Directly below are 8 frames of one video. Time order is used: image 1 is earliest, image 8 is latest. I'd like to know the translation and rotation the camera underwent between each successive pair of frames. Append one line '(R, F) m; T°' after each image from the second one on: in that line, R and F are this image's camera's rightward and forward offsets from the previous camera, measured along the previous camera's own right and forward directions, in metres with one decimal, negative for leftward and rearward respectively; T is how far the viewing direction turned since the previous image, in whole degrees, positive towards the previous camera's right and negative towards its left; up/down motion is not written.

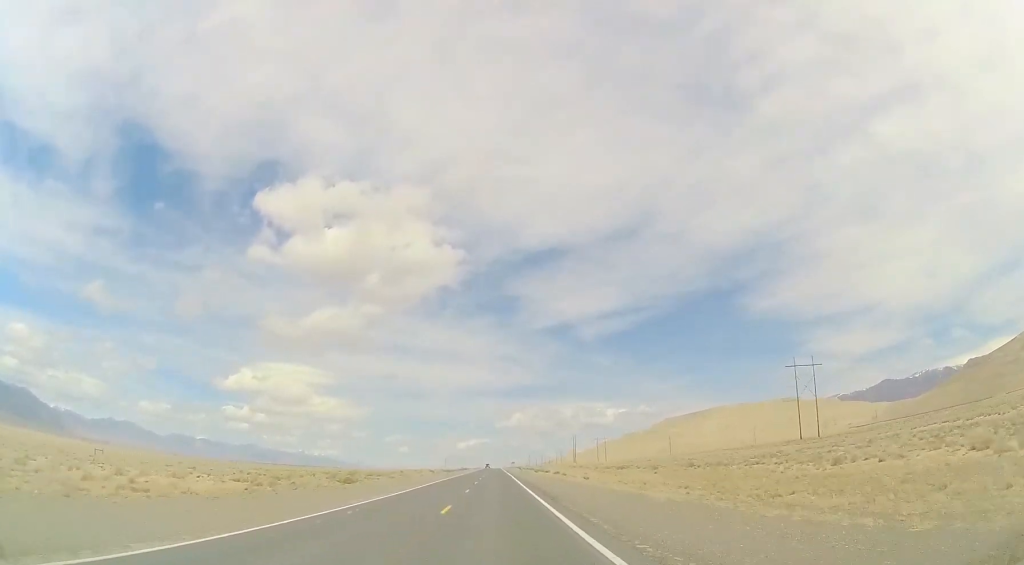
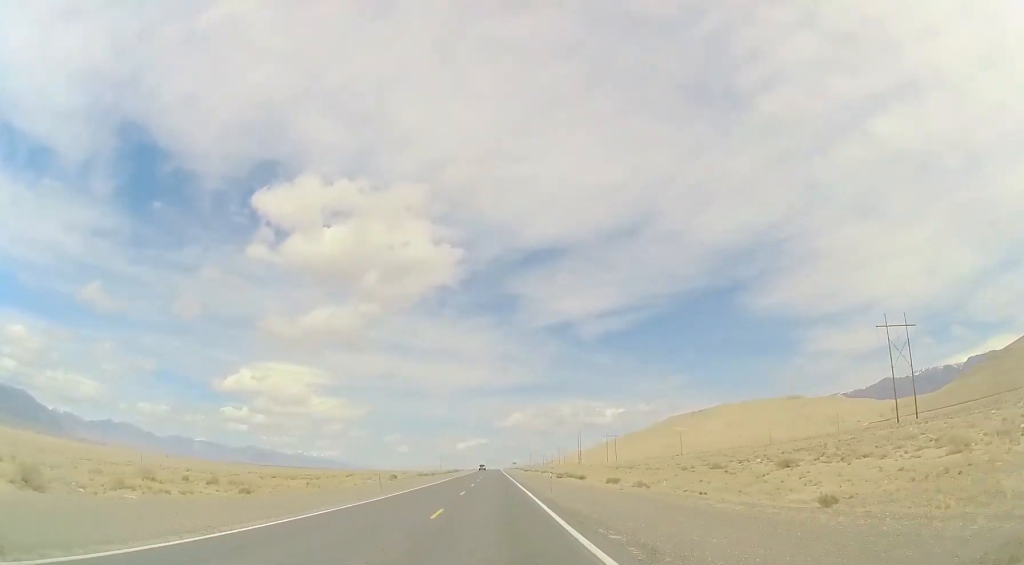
(-0.7, +42.3) m; 0°
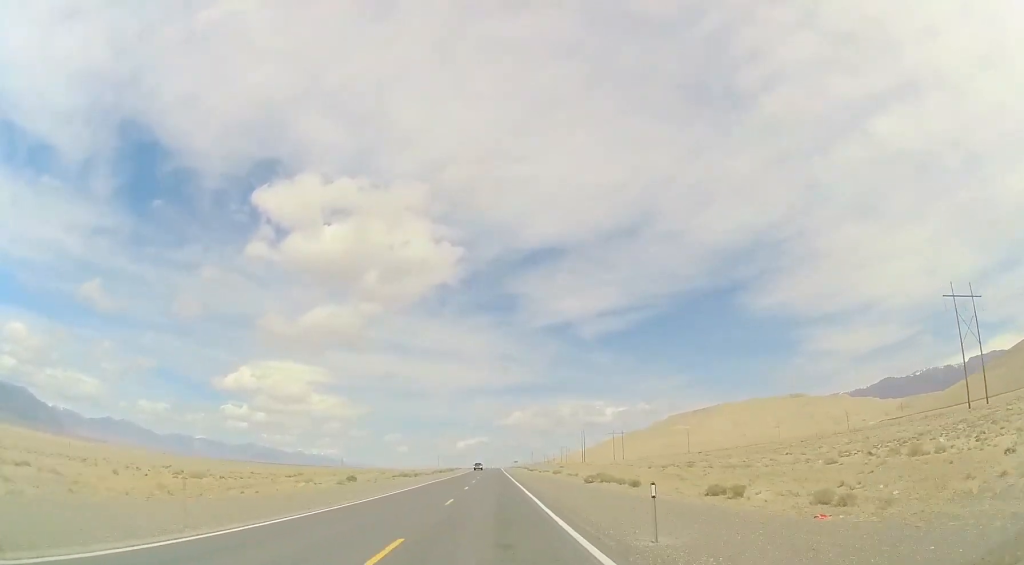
(+0.3, +21.7) m; 0°
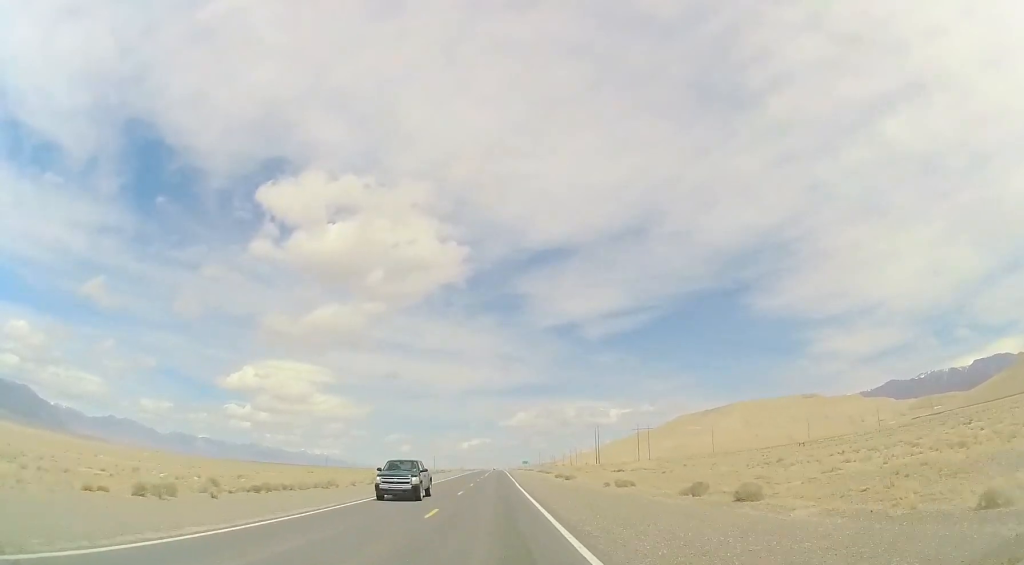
(0.0, +59.3) m; 0°
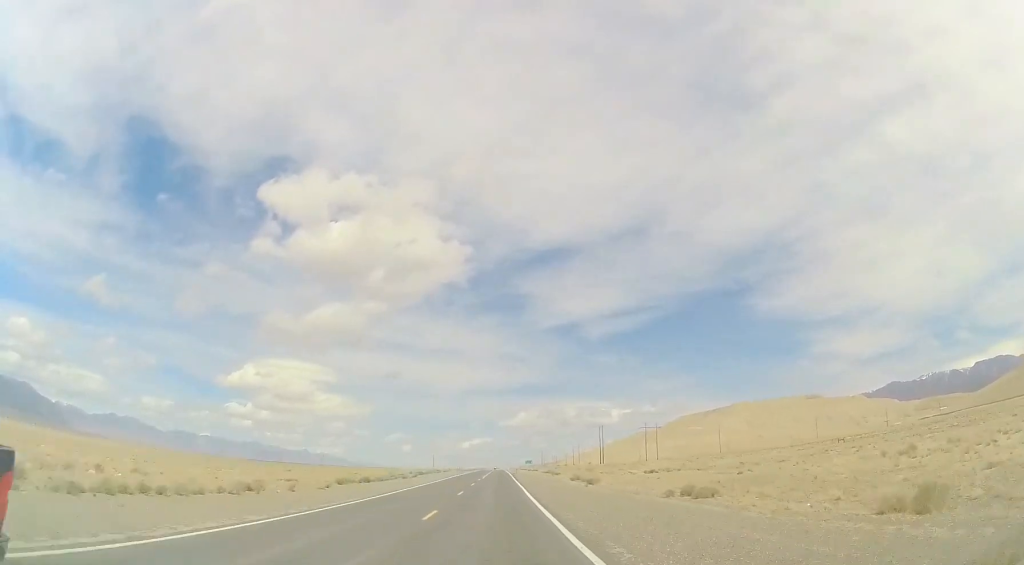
(0.0, +14.6) m; 0°
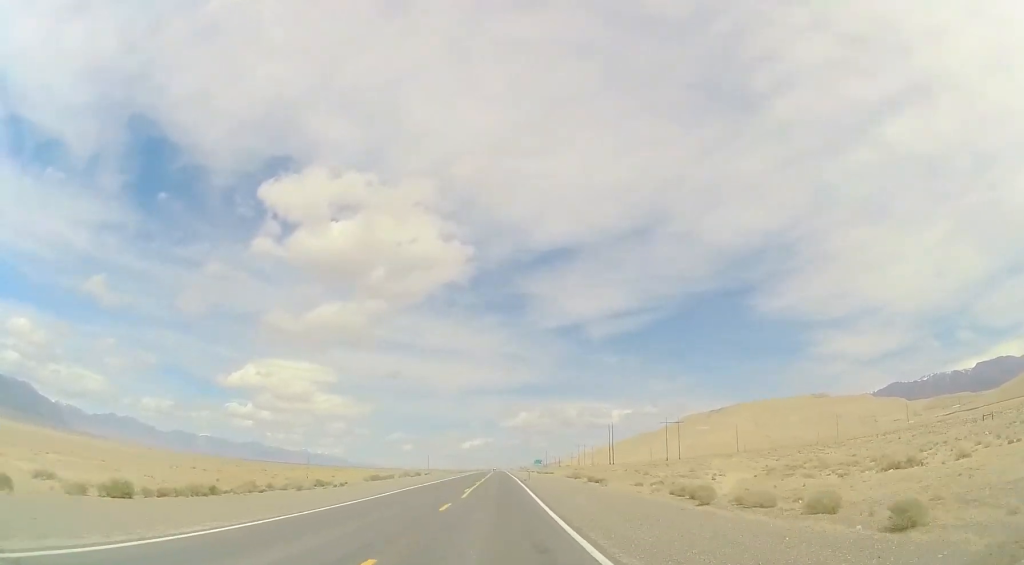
(0.0, +37.6) m; 0°
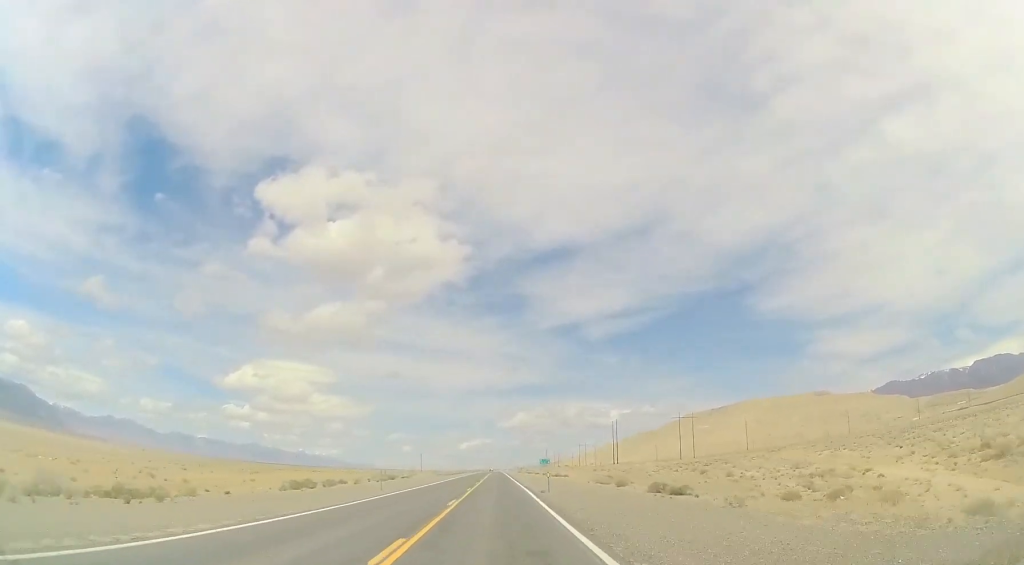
(0.0, +24.3) m; 0°
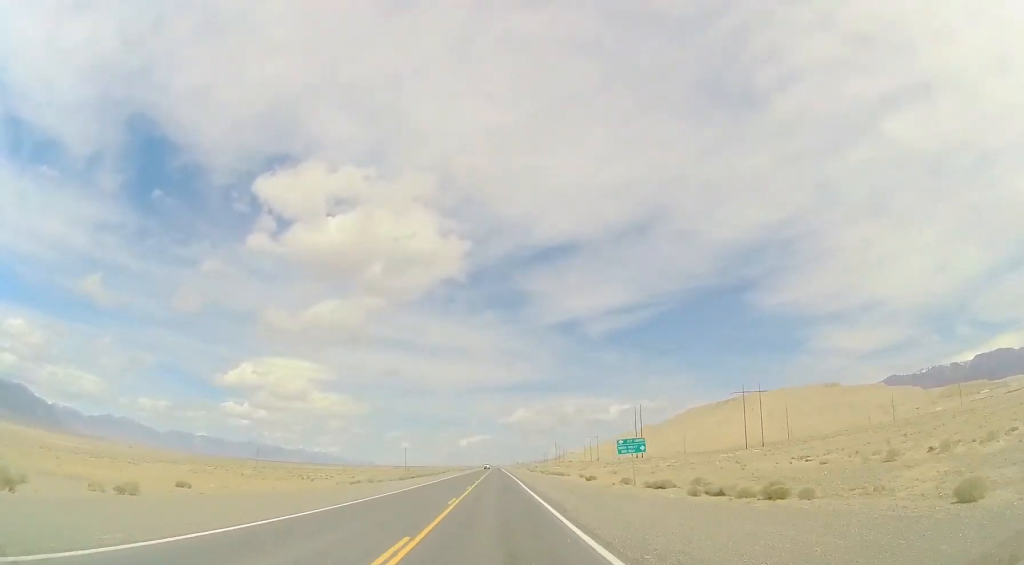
(0.0, +68.4) m; 0°
